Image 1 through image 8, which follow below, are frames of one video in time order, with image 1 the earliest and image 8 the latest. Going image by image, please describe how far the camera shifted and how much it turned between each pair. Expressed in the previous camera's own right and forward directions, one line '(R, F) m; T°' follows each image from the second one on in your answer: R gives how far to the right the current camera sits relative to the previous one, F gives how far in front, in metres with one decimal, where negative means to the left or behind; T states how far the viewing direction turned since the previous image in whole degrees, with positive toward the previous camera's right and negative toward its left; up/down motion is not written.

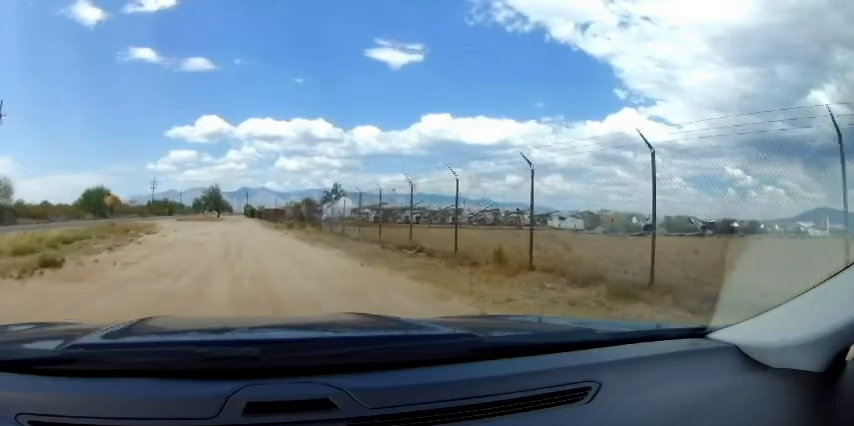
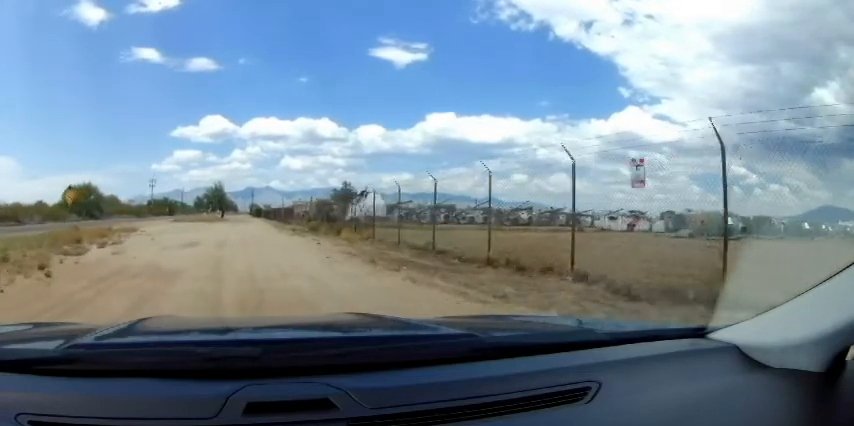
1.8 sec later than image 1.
(0.0, +6.3) m; 0°
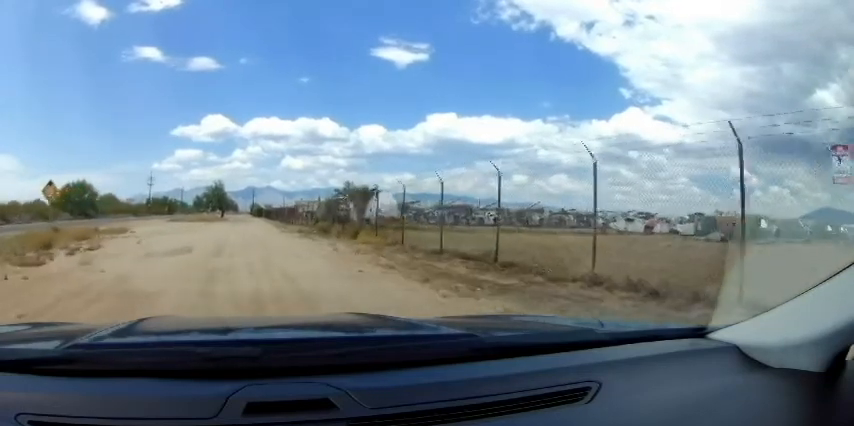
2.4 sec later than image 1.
(0.0, +2.1) m; 0°
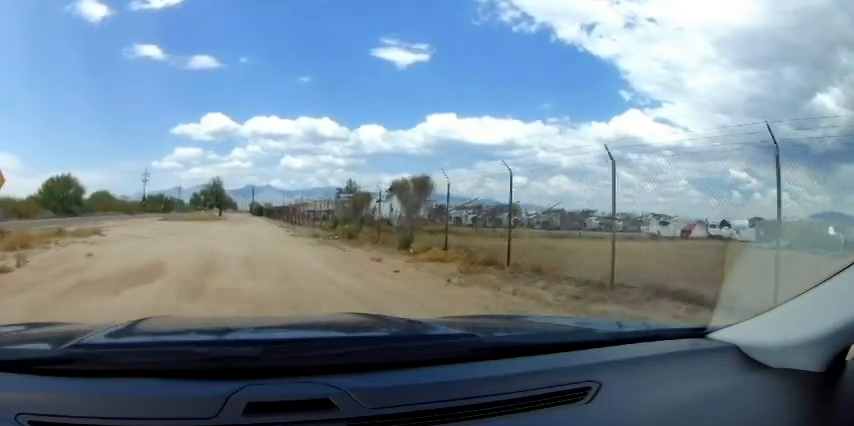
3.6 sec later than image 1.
(0.0, +4.0) m; 0°
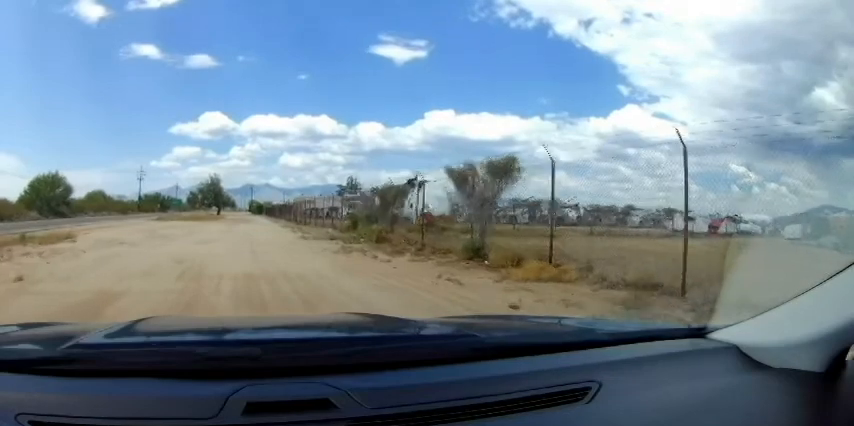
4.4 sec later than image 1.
(0.0, +2.8) m; 0°
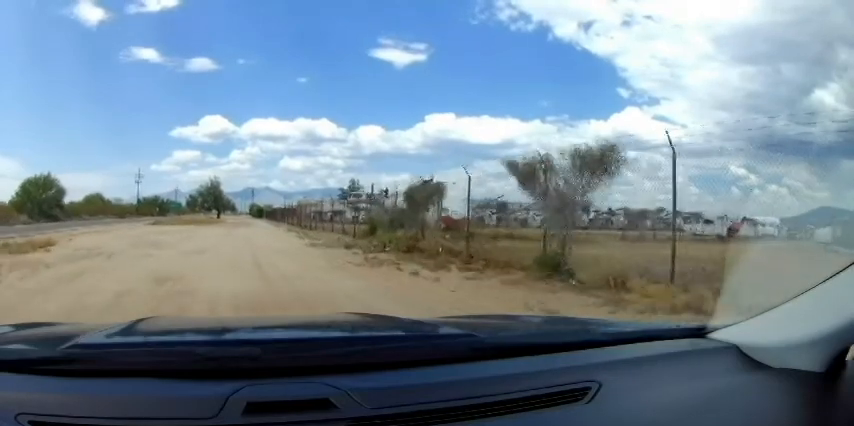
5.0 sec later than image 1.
(0.0, +1.8) m; 0°
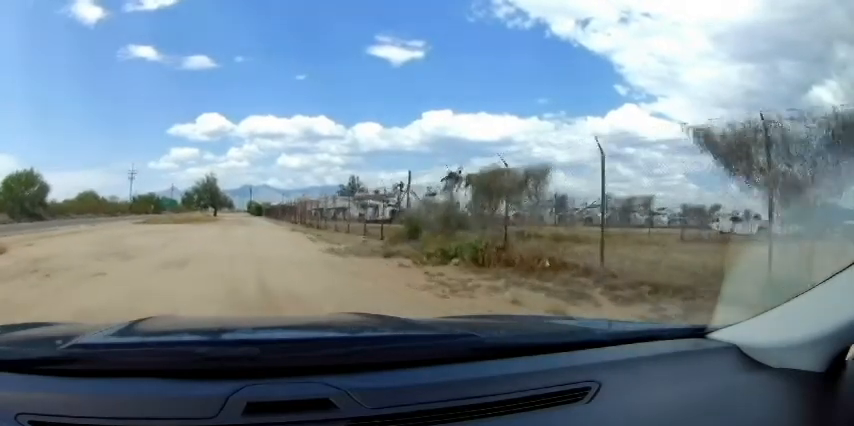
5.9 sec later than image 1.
(0.0, +3.0) m; 0°
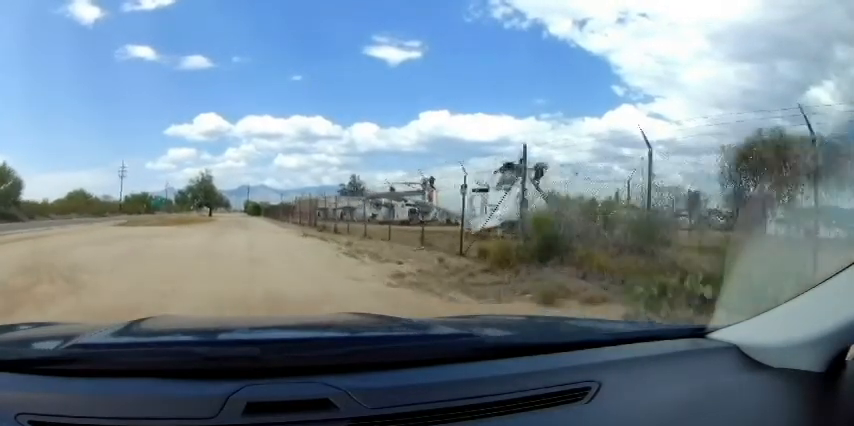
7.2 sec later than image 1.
(0.0, +4.3) m; 0°
